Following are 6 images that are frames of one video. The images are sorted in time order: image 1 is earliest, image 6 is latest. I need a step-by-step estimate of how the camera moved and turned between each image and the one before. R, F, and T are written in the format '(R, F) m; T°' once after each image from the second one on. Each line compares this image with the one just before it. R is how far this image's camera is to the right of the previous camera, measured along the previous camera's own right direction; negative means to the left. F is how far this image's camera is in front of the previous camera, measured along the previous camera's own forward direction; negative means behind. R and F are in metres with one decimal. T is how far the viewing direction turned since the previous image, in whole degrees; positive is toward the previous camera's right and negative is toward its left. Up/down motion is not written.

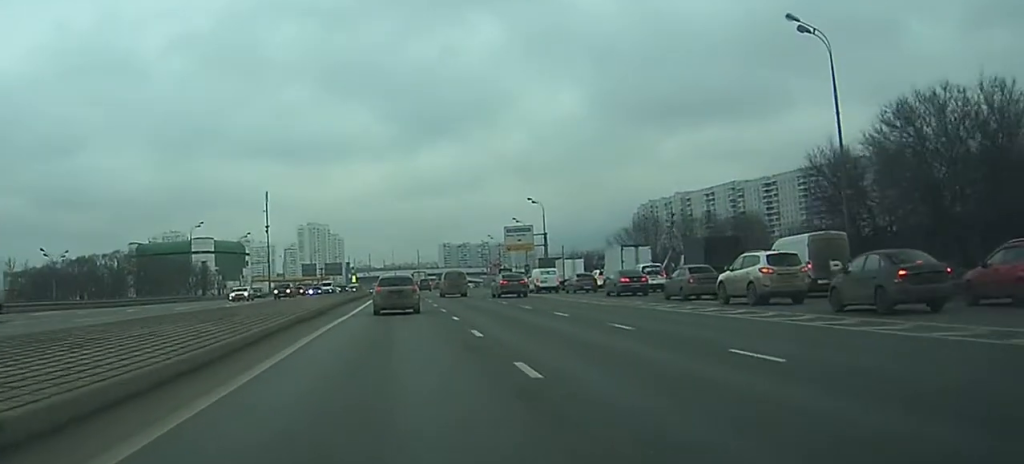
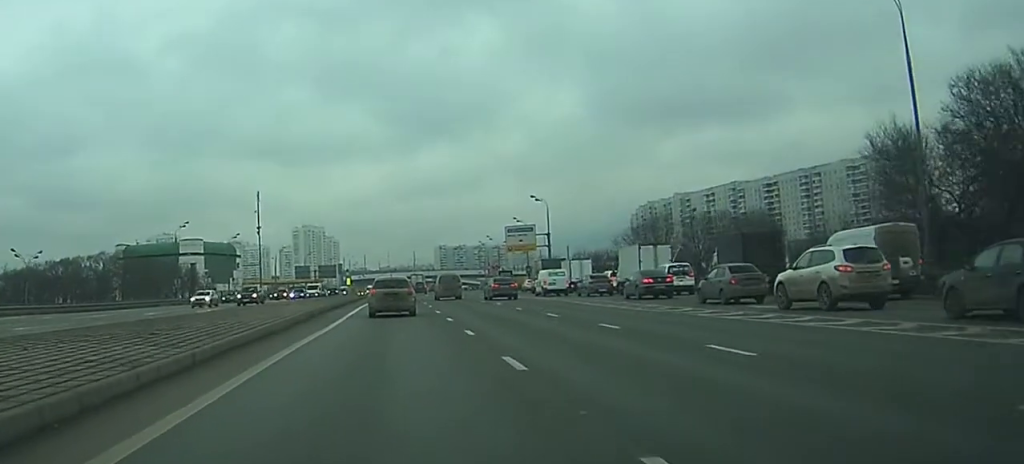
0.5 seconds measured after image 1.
(0.0, +7.3) m; 0°
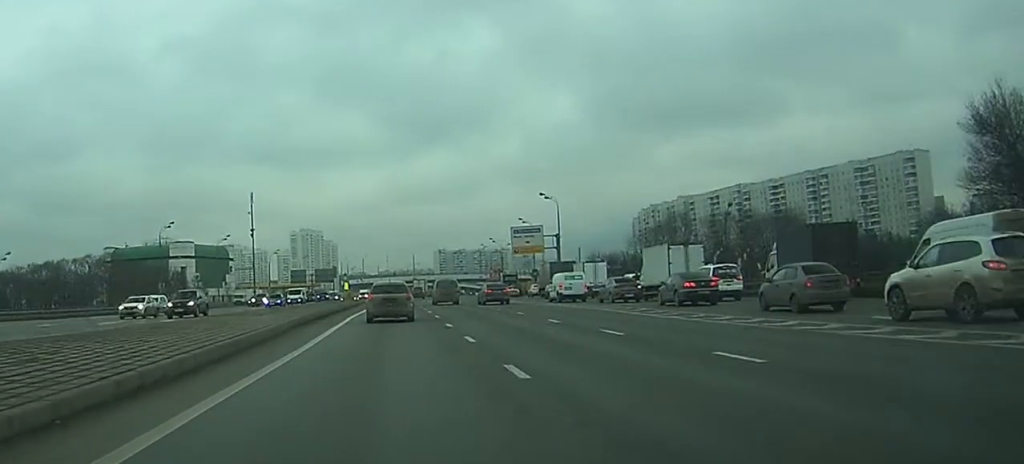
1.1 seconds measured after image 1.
(0.0, +8.7) m; 0°
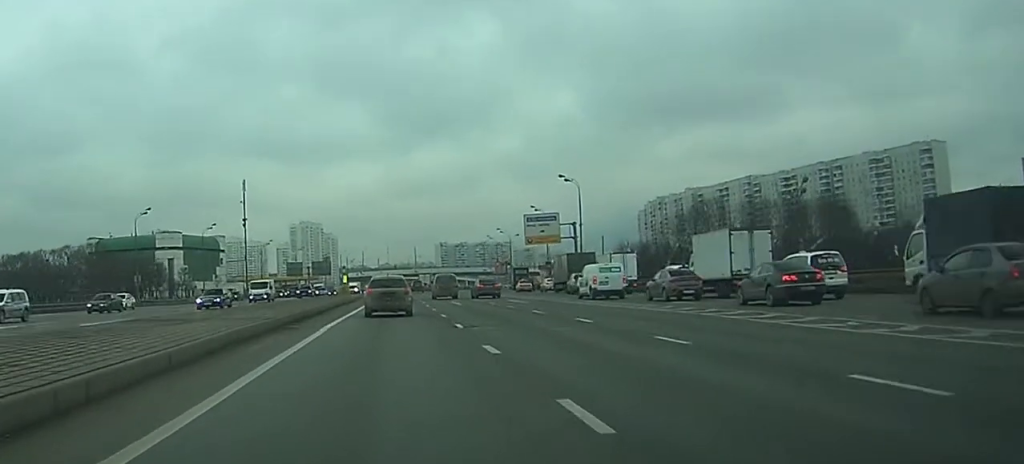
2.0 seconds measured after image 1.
(+0.1, +12.7) m; 0°
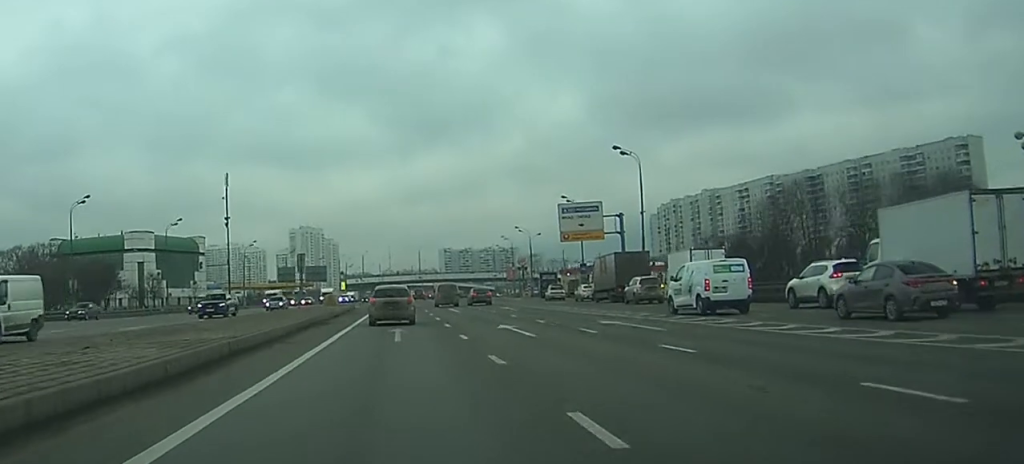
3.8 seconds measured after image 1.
(0.0, +24.8) m; 0°
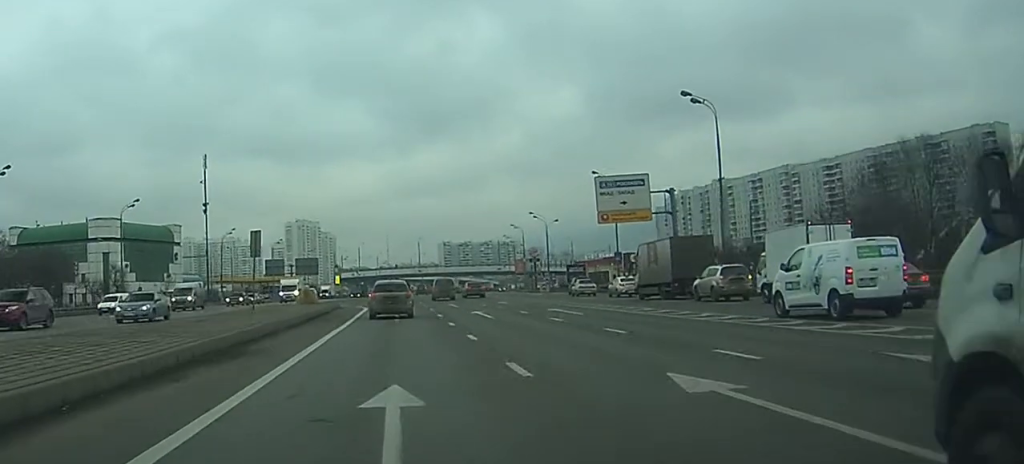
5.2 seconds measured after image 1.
(-0.1, +19.4) m; 0°
